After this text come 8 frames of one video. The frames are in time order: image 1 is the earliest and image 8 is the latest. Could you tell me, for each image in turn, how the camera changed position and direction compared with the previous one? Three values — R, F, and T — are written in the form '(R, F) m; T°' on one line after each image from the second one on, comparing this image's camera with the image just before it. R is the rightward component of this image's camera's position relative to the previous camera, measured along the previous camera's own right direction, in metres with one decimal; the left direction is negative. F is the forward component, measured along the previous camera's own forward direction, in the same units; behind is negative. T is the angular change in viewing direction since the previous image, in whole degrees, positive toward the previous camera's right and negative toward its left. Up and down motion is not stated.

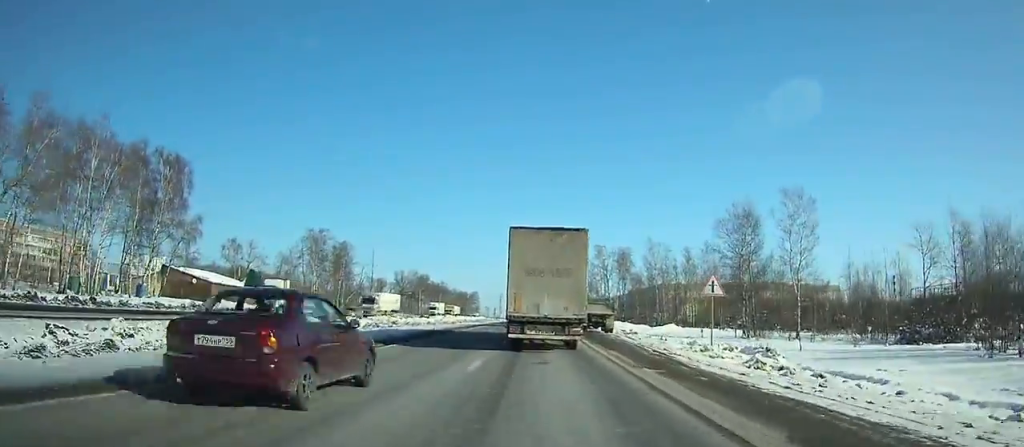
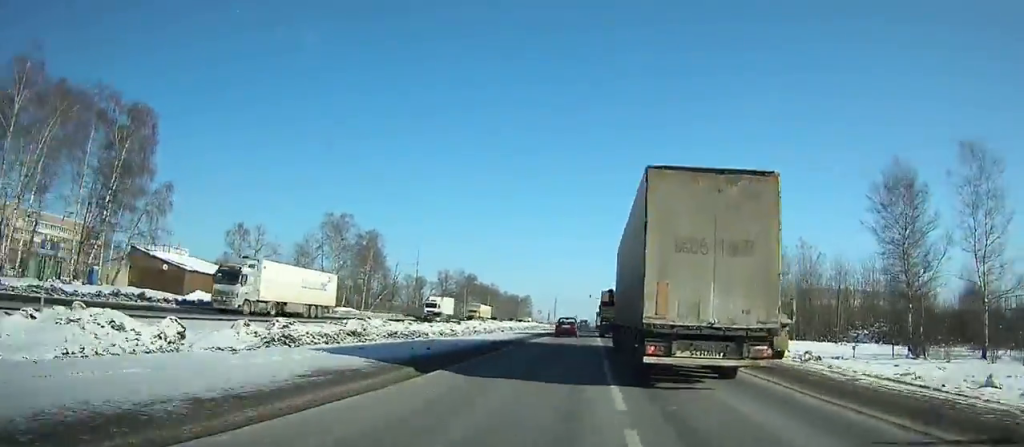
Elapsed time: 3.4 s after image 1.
(-0.7, +26.8) m; -1°
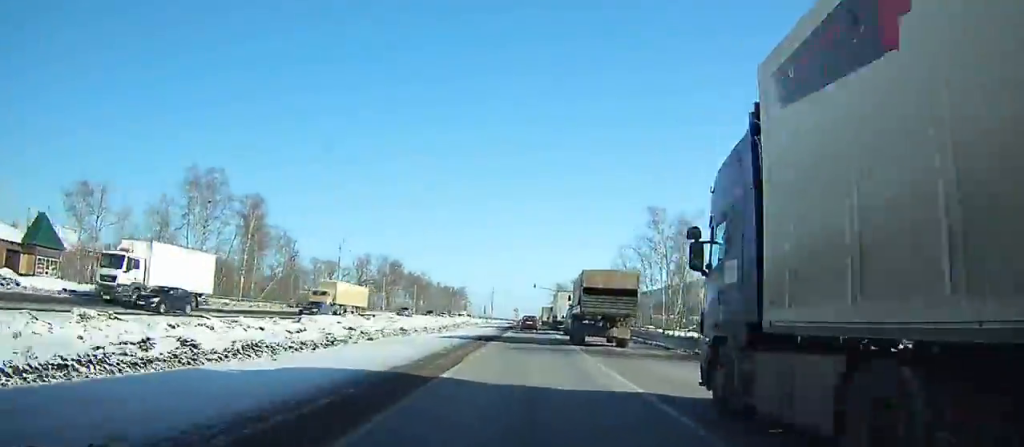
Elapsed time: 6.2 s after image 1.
(+0.3, +24.4) m; +1°
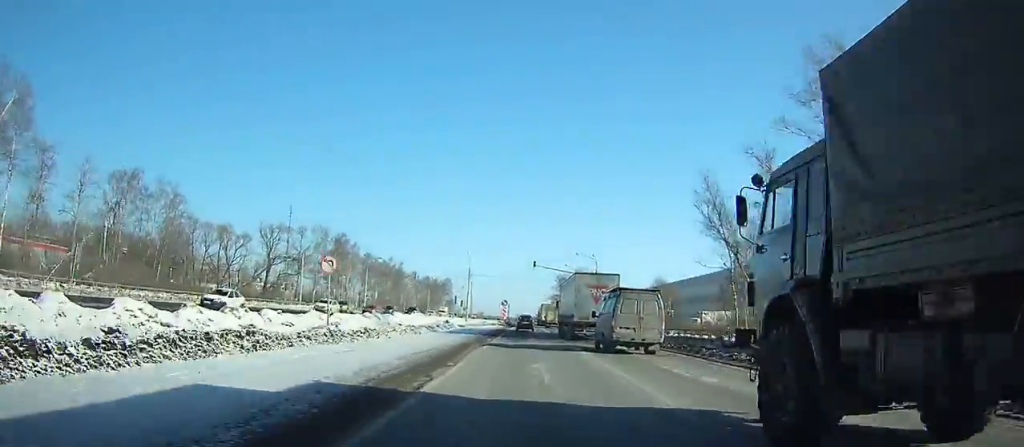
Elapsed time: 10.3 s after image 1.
(+0.7, +42.5) m; +2°
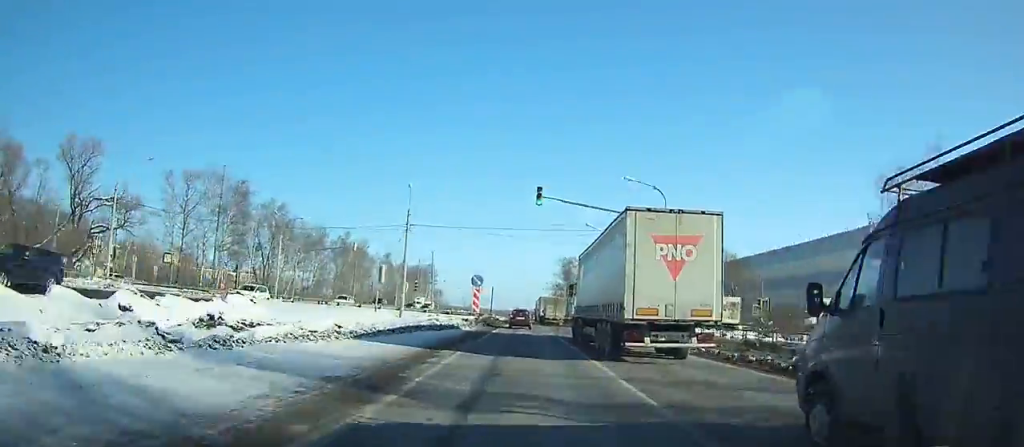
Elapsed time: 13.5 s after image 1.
(+0.4, +38.4) m; 0°
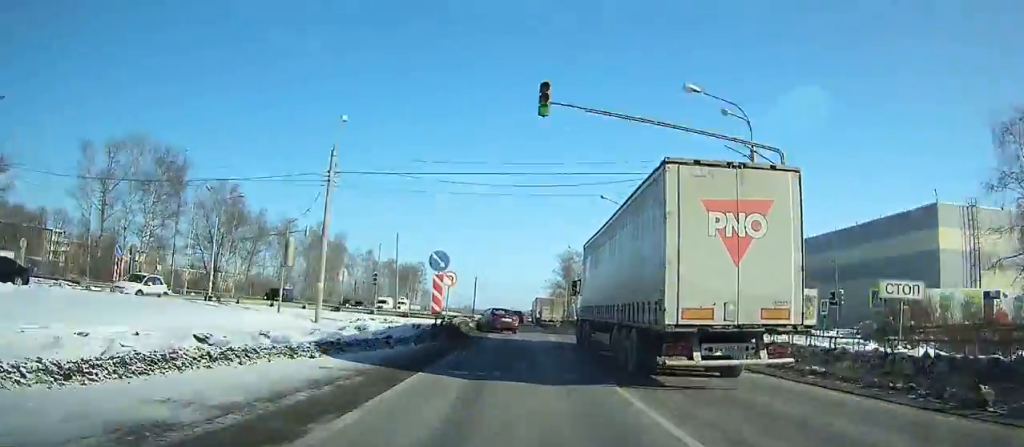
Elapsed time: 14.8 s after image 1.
(0.0, +16.8) m; 0°
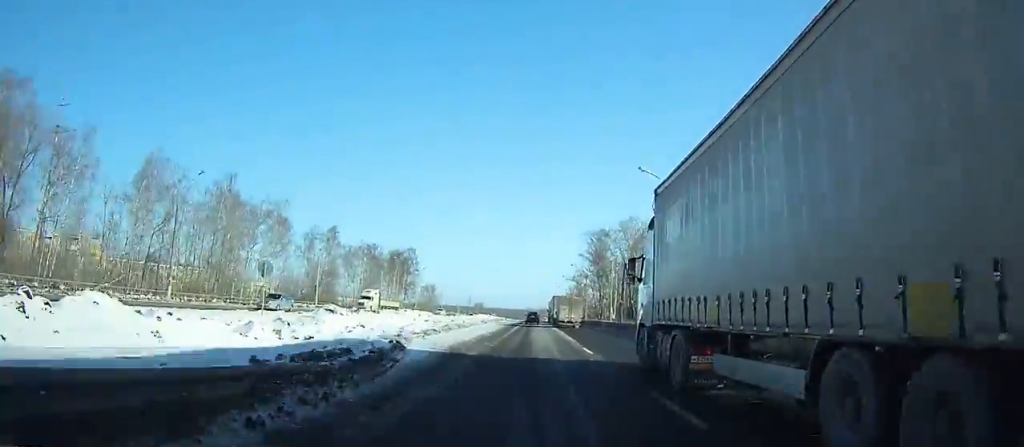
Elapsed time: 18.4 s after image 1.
(-0.3, +48.8) m; 0°
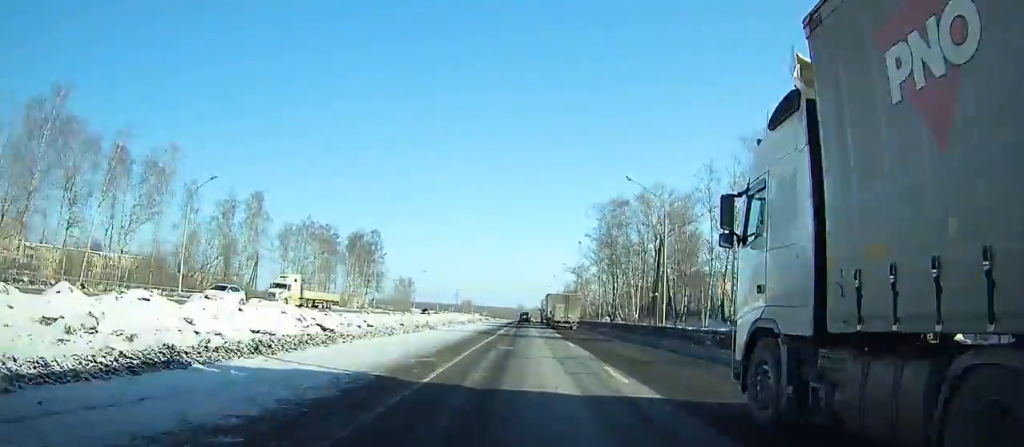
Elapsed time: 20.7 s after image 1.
(0.0, +34.1) m; 0°
